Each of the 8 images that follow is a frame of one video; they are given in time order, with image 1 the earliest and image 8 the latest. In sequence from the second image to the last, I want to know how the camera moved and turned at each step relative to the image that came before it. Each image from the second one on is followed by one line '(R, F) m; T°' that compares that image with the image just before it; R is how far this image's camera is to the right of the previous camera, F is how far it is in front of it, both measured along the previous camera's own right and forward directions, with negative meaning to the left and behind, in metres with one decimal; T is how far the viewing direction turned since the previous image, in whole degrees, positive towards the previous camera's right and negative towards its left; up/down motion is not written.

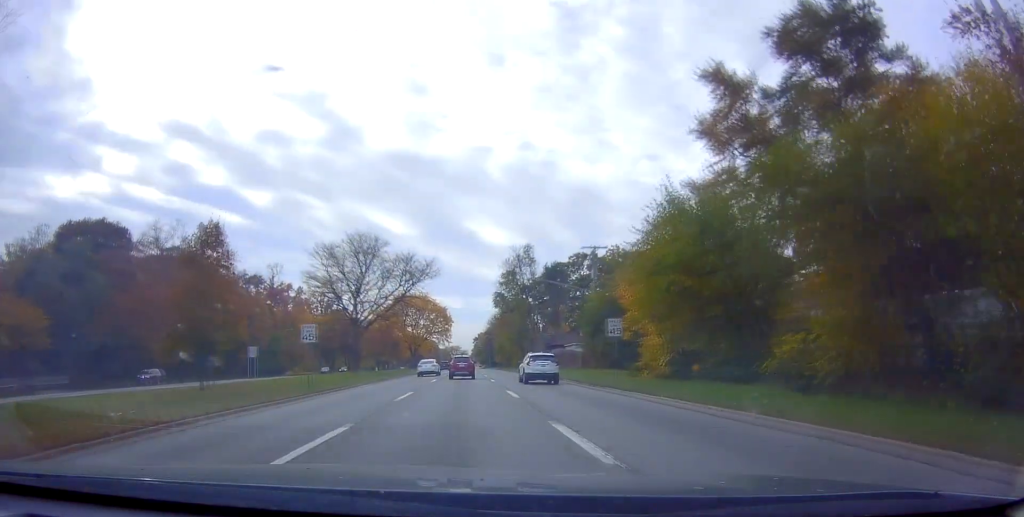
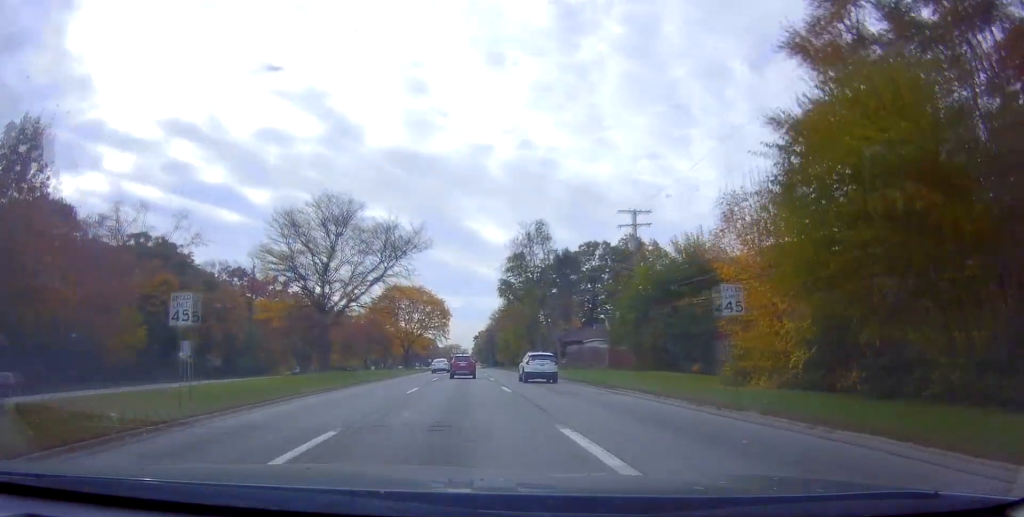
(+0.5, +13.5) m; +1°
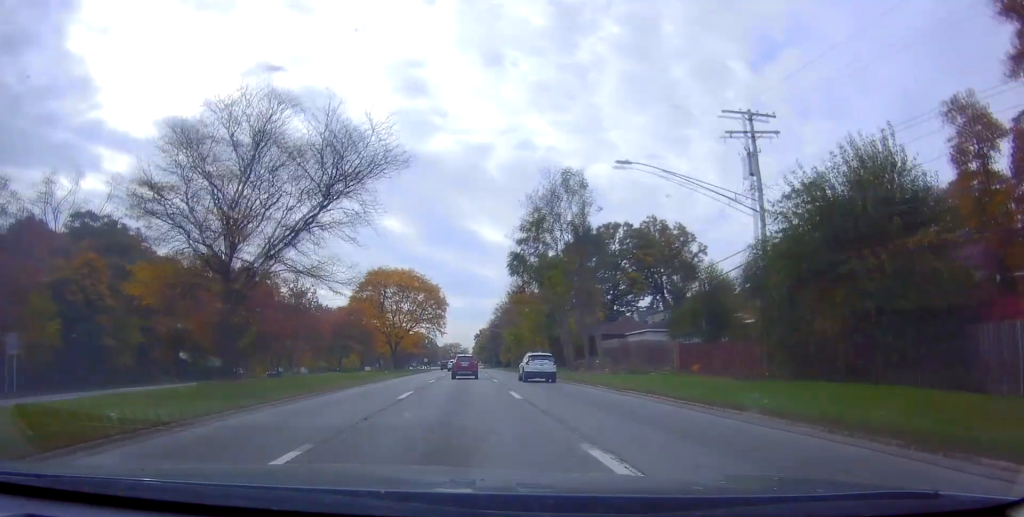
(-0.4, +18.6) m; 0°
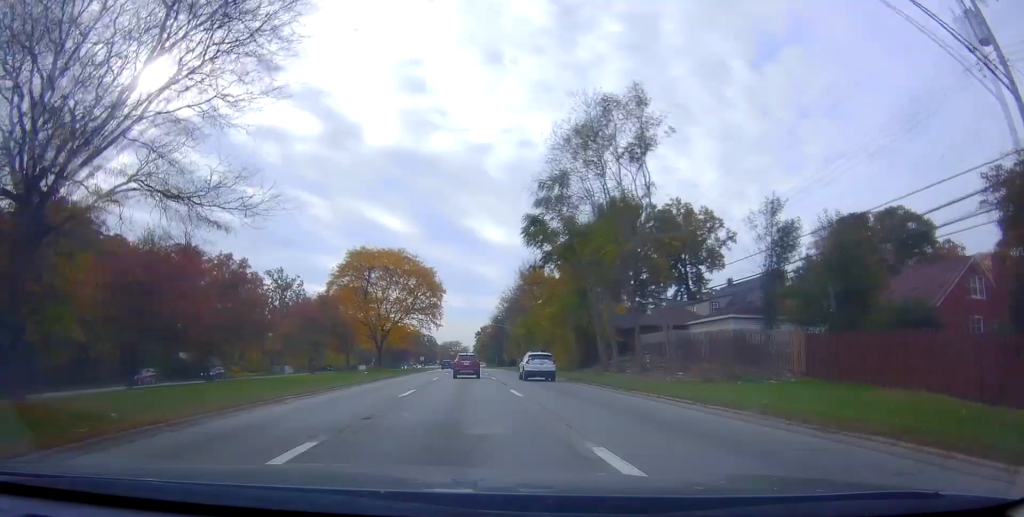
(+0.3, +14.9) m; +1°
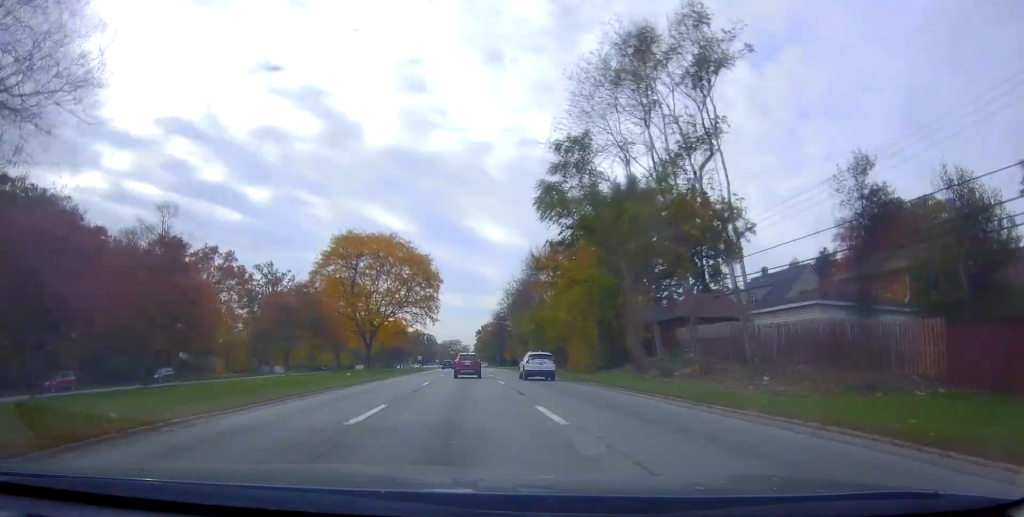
(0.0, +8.4) m; 0°
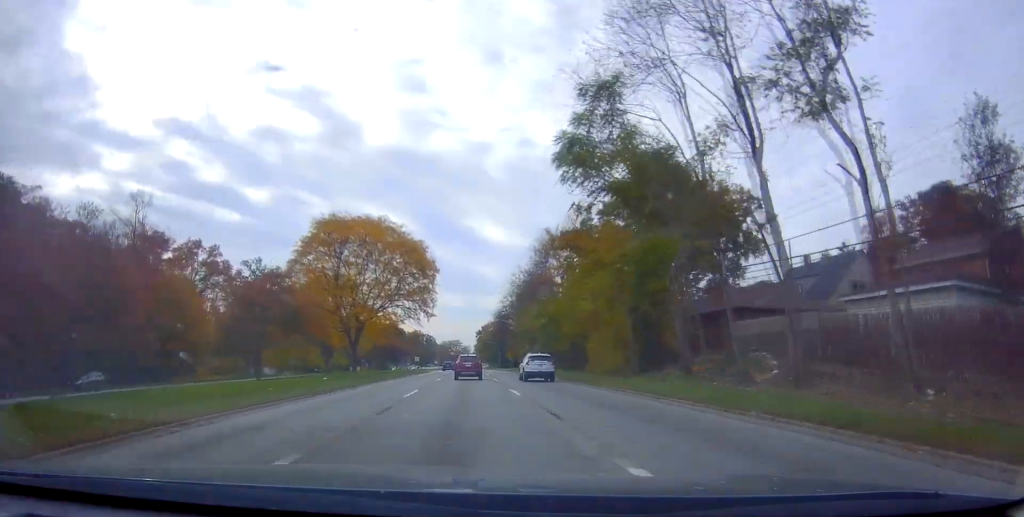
(+0.1, +8.5) m; -1°
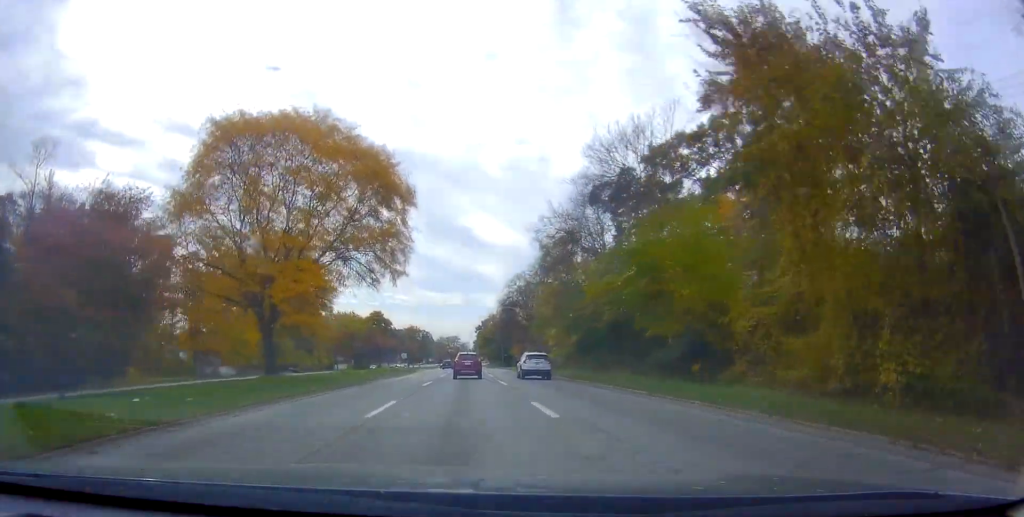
(-0.8, +24.5) m; -1°
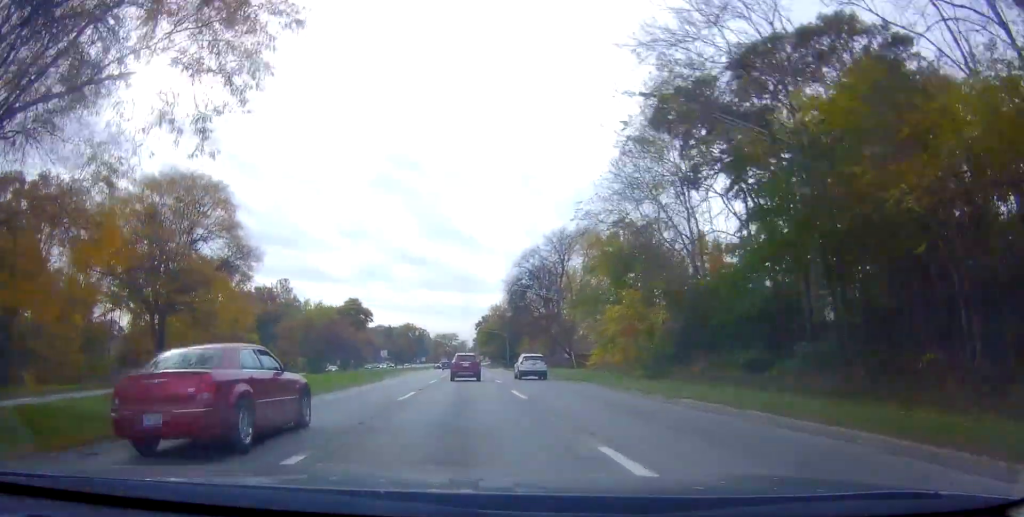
(+0.8, +25.1) m; +2°
